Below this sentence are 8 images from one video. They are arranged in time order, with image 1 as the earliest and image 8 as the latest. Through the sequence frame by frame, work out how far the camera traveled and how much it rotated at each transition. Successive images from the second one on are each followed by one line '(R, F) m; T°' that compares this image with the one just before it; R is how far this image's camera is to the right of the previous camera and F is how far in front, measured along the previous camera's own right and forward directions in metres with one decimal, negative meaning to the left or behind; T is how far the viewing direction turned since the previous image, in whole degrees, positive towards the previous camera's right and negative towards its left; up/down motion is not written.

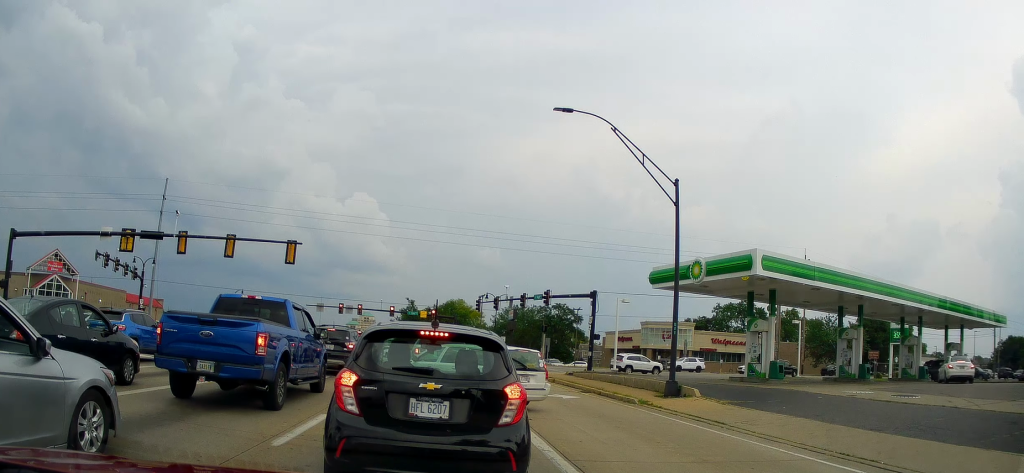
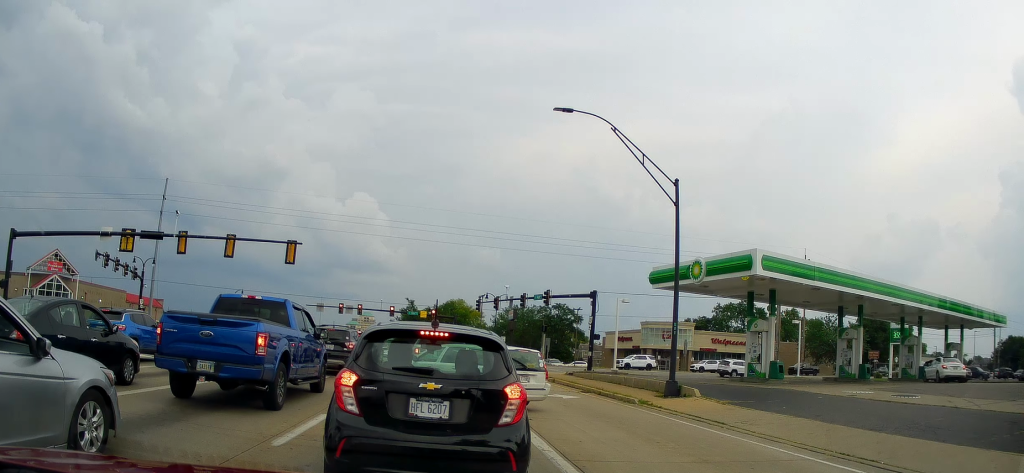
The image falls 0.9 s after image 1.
(0.0, 0.0) m; 0°
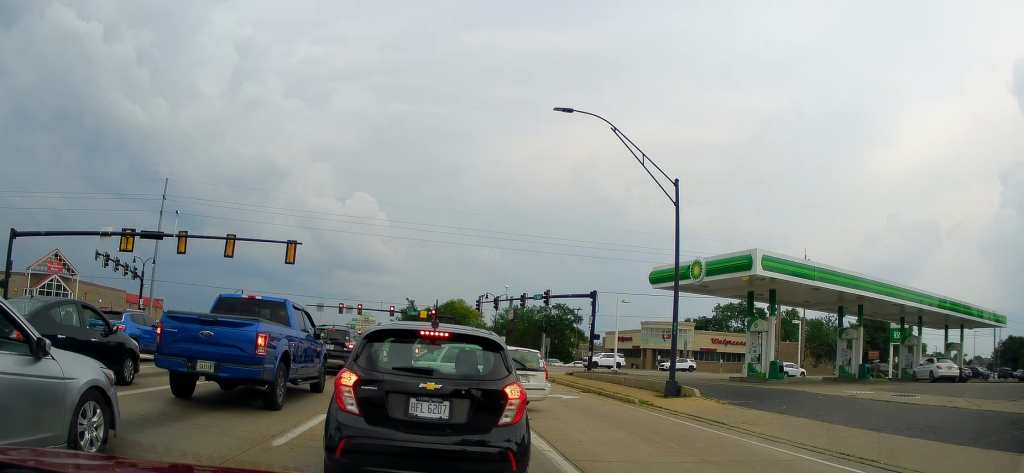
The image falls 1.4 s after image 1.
(0.0, 0.0) m; 0°
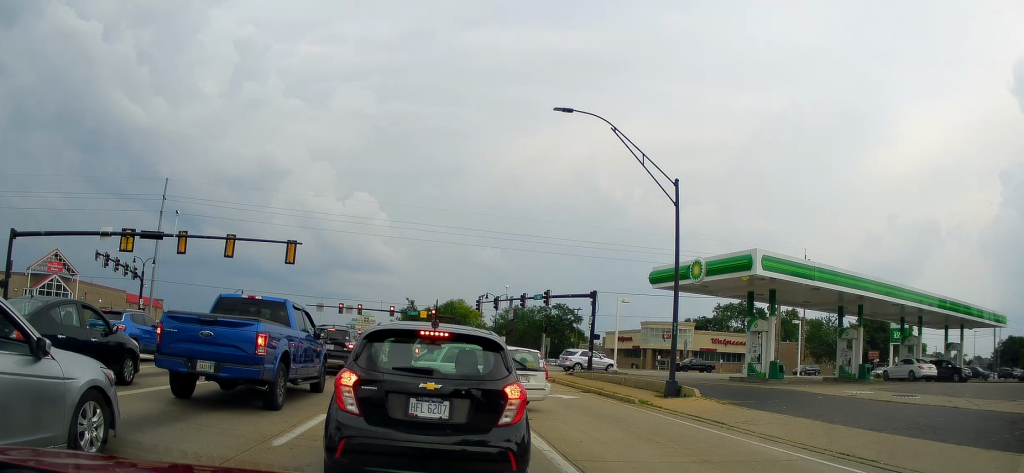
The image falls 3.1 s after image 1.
(0.0, 0.0) m; 0°
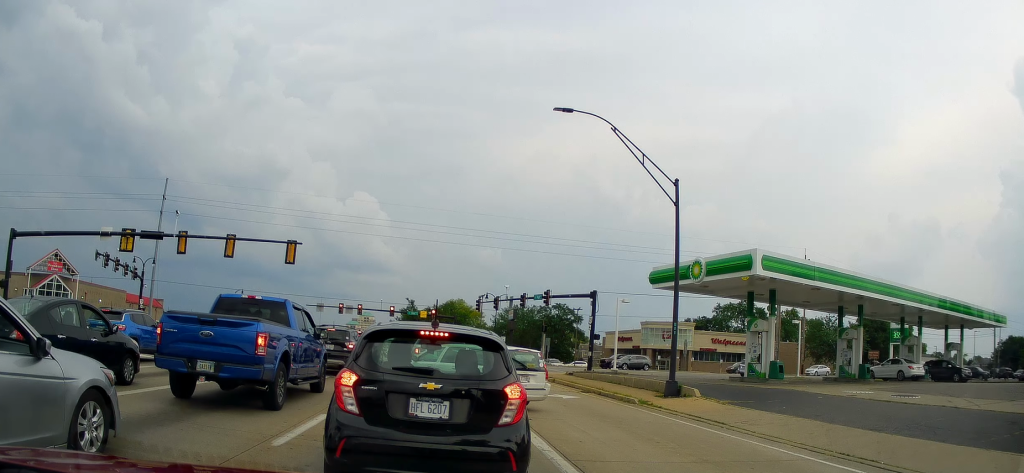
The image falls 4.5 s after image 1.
(0.0, 0.0) m; 0°
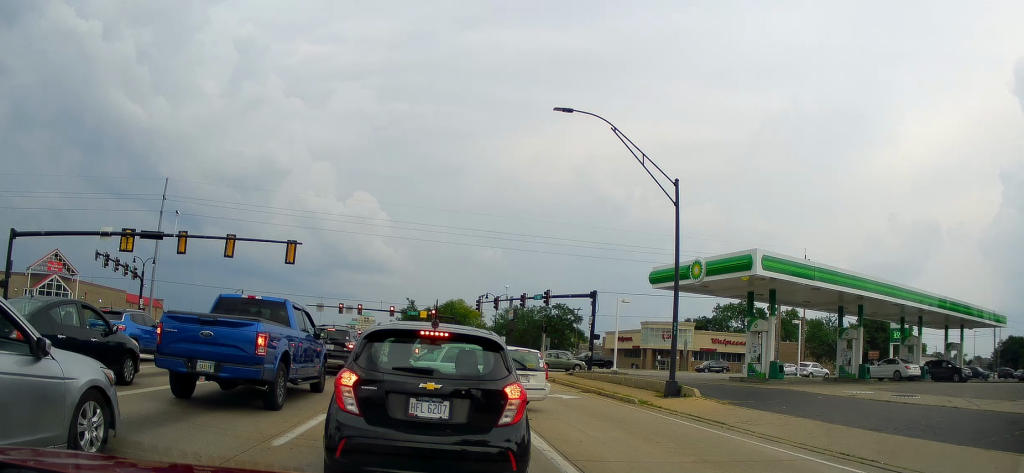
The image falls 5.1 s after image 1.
(0.0, 0.0) m; 0°
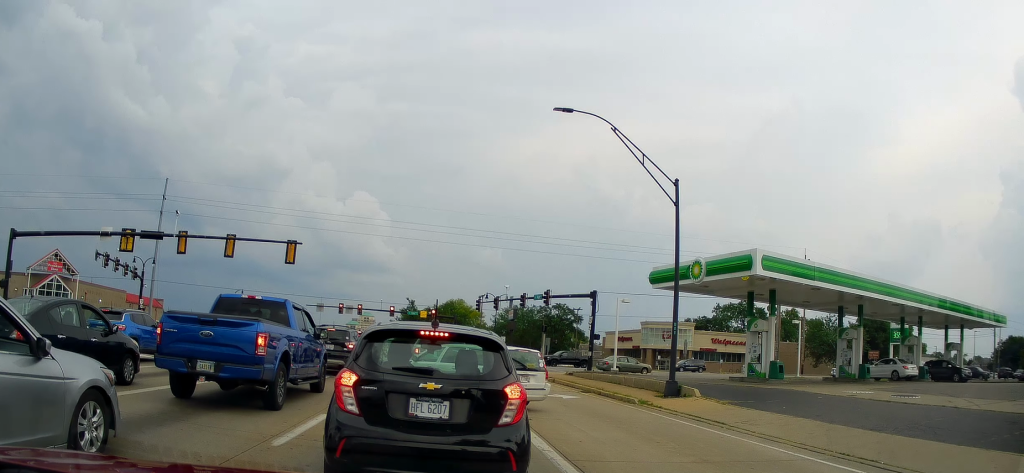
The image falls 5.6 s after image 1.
(0.0, 0.0) m; 0°
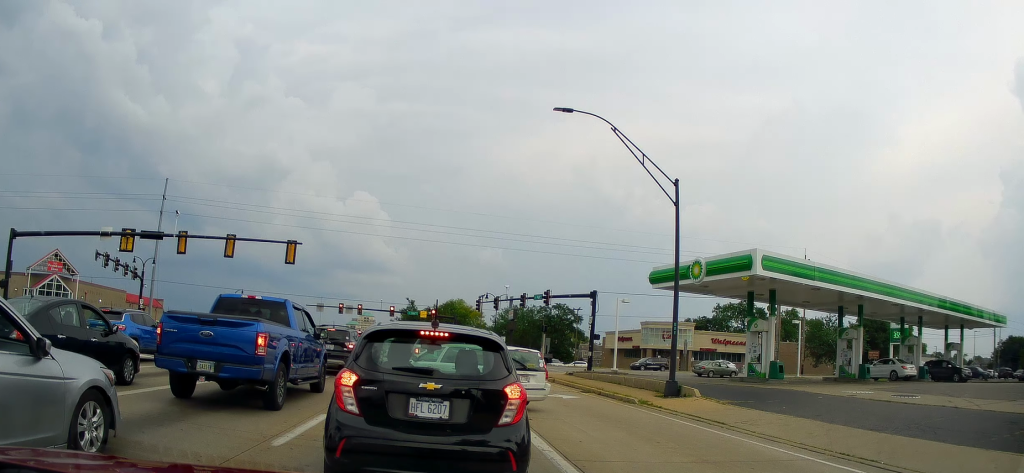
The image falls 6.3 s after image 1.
(0.0, 0.0) m; 0°
